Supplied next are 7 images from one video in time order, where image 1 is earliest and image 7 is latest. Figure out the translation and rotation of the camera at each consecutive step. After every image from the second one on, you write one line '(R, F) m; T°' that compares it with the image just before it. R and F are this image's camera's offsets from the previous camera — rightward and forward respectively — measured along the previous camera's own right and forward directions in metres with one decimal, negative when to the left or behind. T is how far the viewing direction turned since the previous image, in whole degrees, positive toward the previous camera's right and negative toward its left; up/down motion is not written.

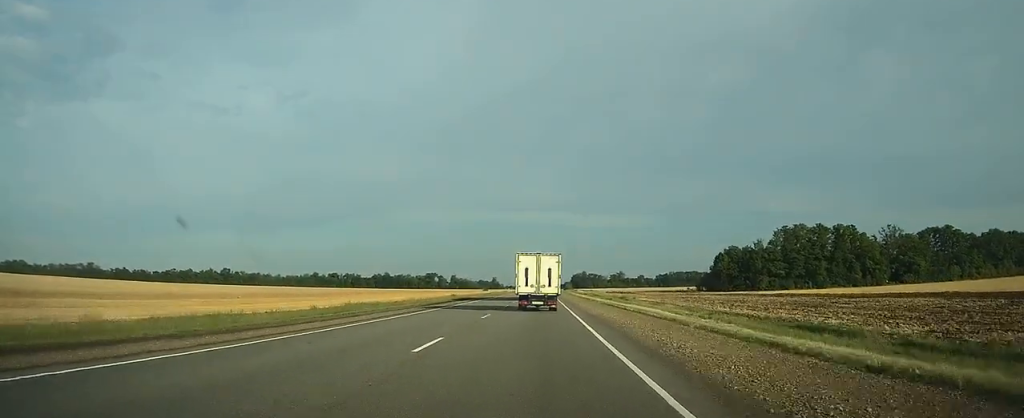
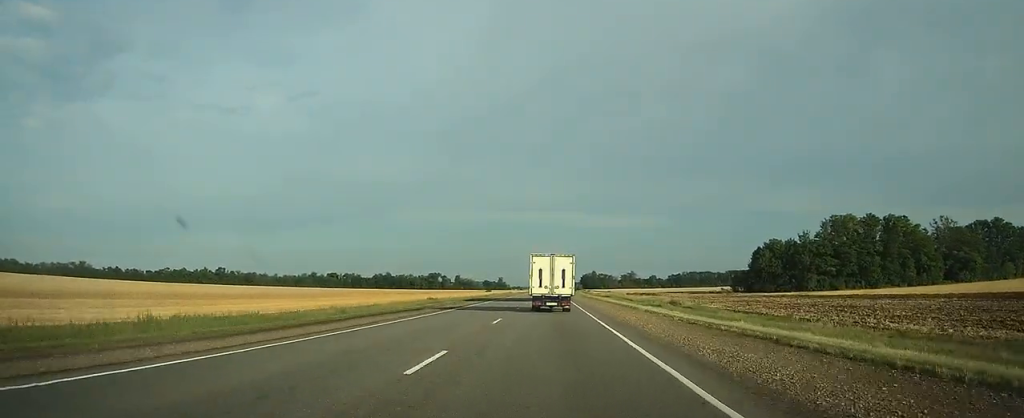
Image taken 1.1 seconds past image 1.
(-0.2, +26.3) m; 0°
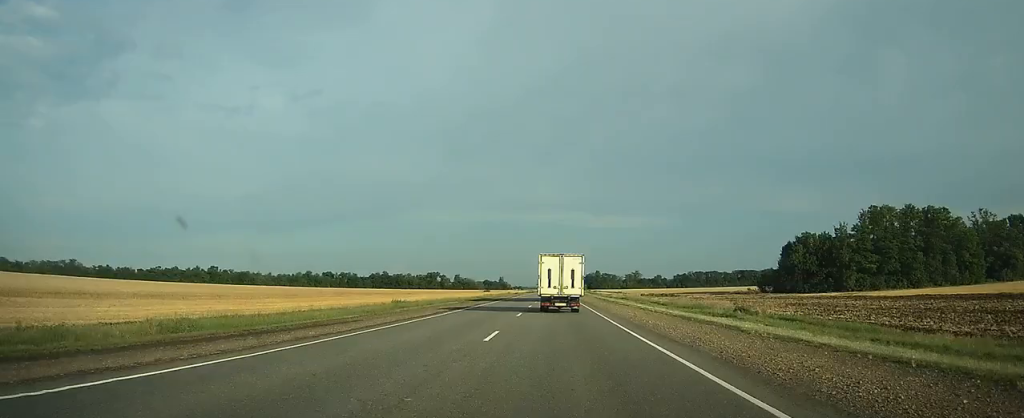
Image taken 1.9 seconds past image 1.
(0.0, +18.0) m; 0°
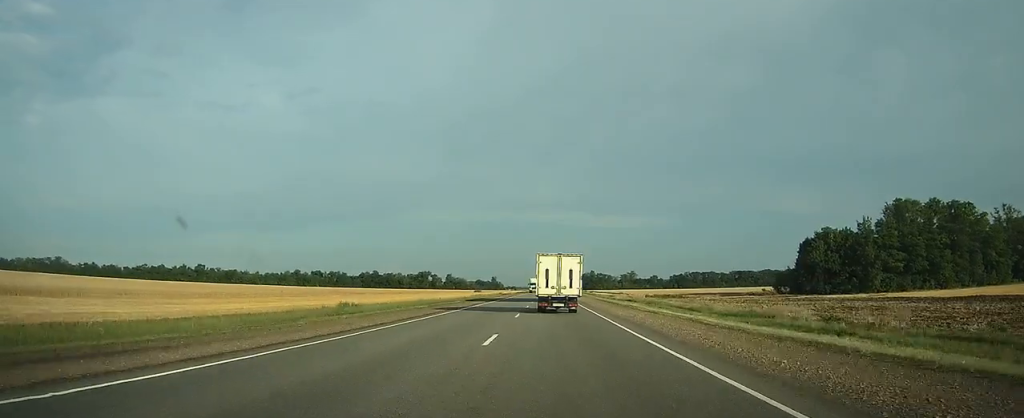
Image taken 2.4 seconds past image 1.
(-0.1, +12.7) m; 0°
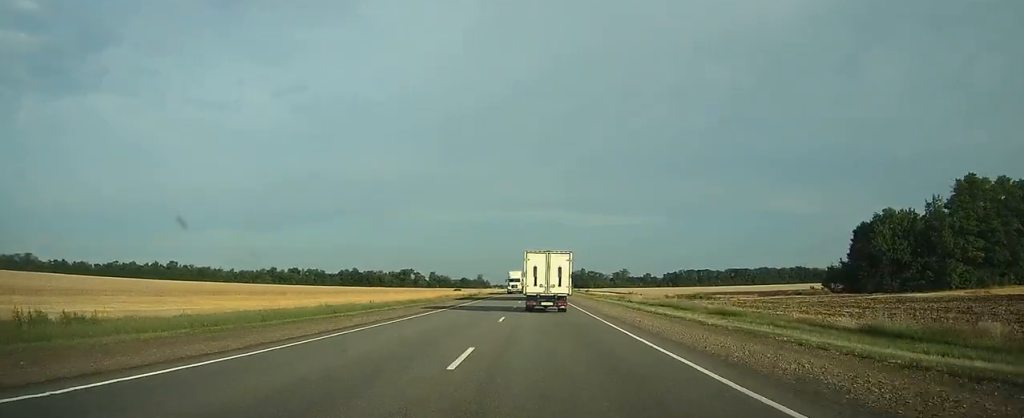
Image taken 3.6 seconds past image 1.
(+0.2, +27.2) m; +1°
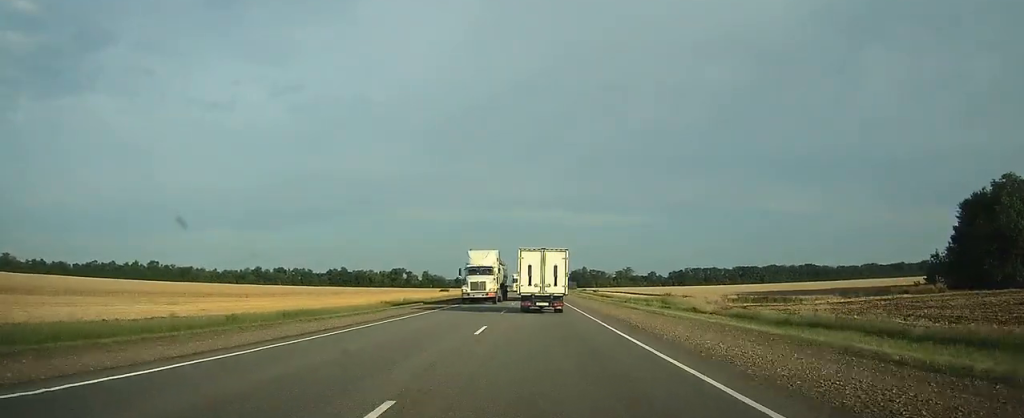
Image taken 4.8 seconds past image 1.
(+0.1, +29.2) m; 0°
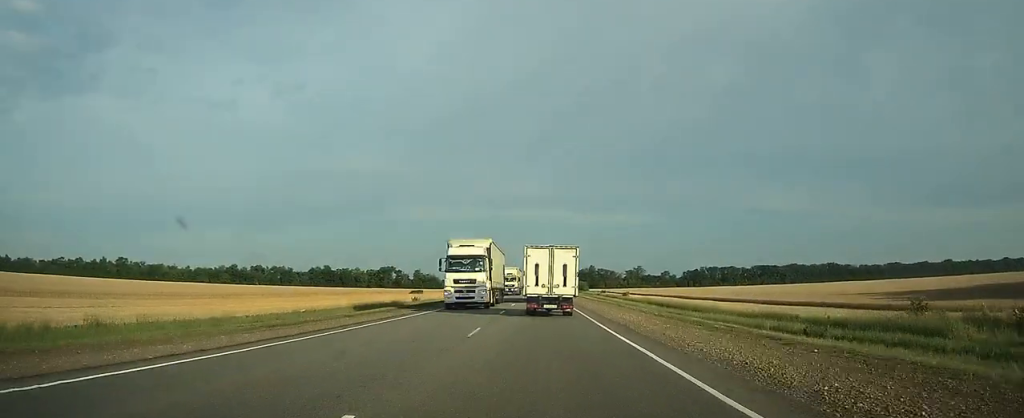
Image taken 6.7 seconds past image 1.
(0.0, +48.3) m; 0°
